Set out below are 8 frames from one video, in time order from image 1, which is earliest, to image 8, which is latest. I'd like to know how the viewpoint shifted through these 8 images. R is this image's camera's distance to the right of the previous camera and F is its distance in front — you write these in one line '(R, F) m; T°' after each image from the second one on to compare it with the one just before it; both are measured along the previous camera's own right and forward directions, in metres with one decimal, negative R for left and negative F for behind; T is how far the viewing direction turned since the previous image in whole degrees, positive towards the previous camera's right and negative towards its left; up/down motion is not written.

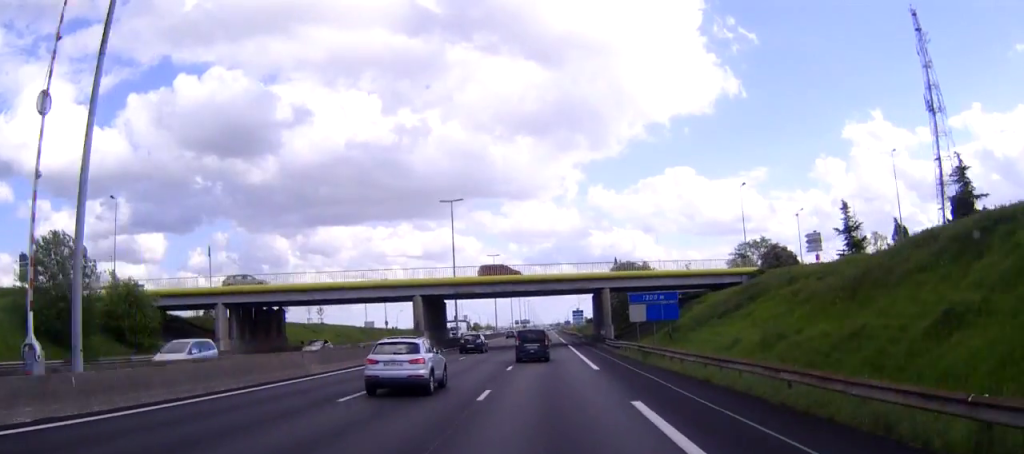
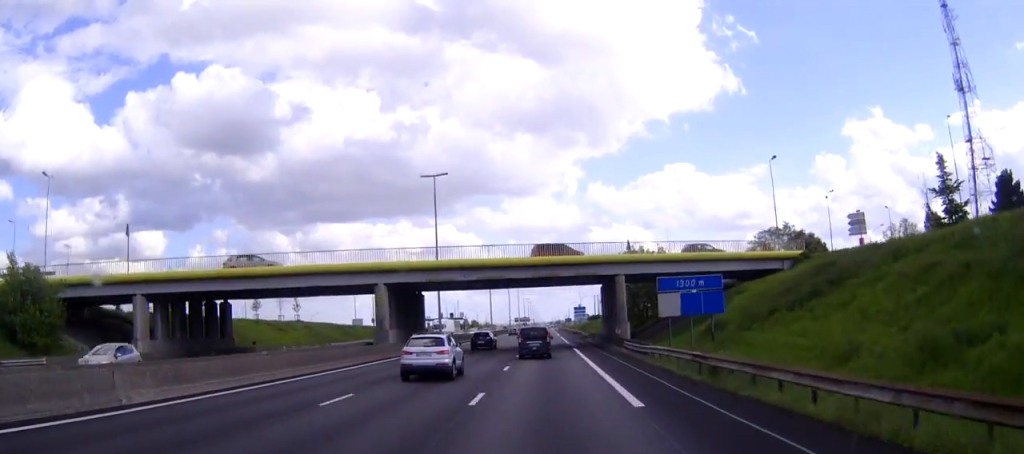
(0.0, +14.2) m; 0°
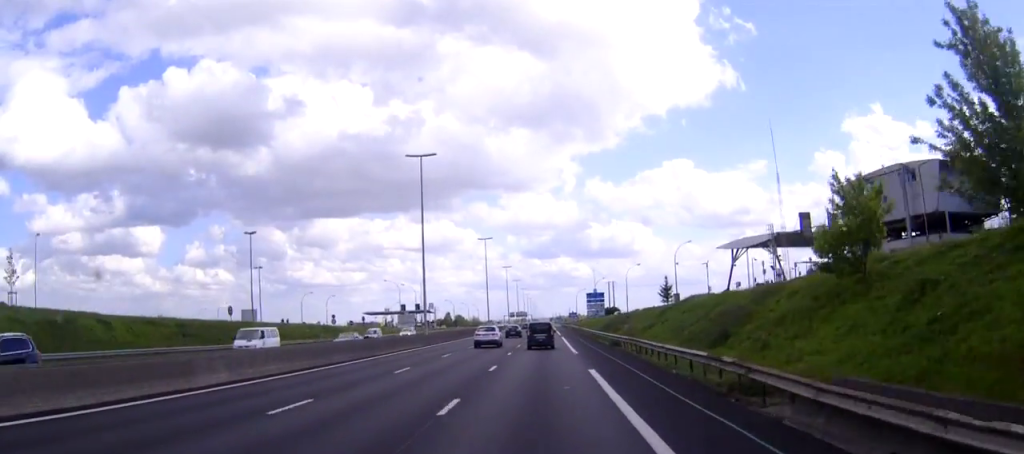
(-0.1, +79.3) m; 0°
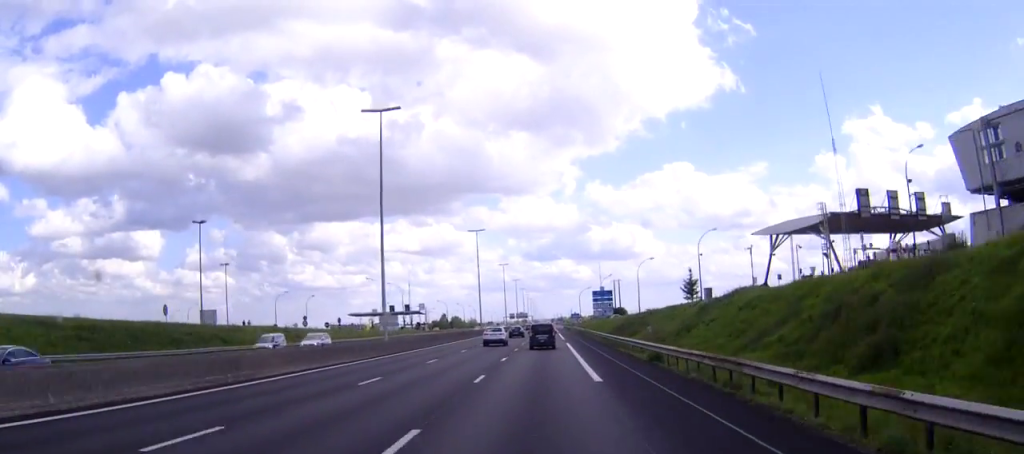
(0.0, +17.9) m; 0°
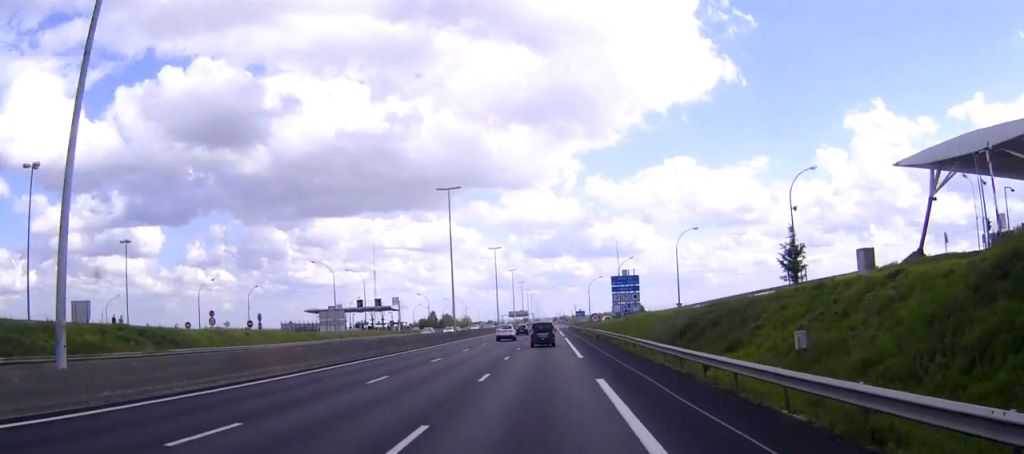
(-0.1, +37.6) m; 0°
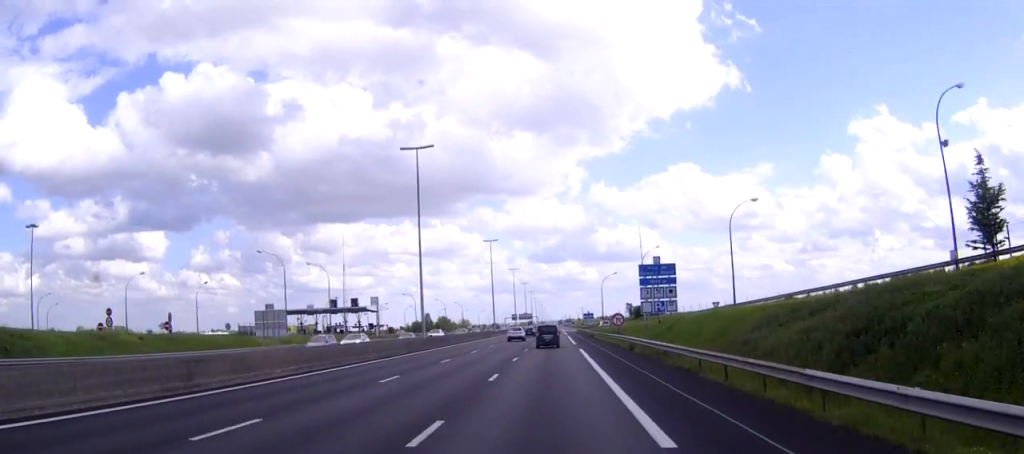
(-0.1, +25.1) m; 0°
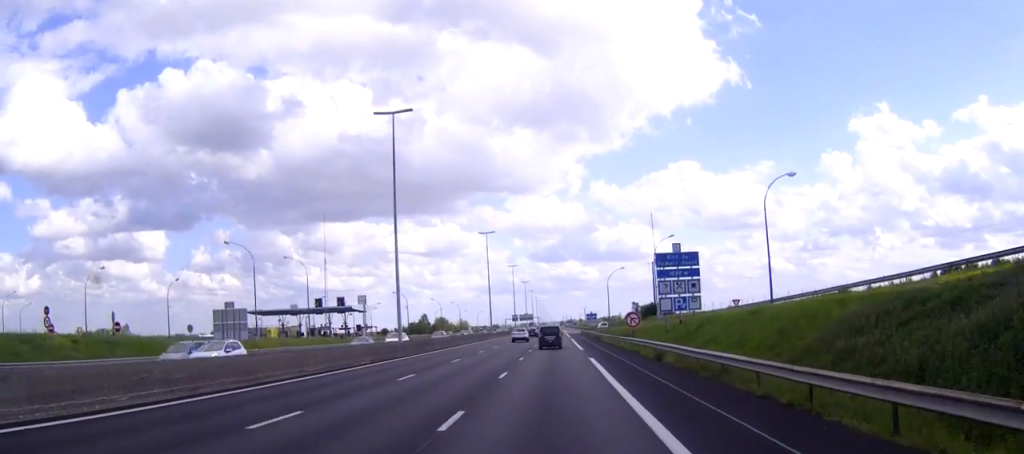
(0.0, +10.8) m; 0°
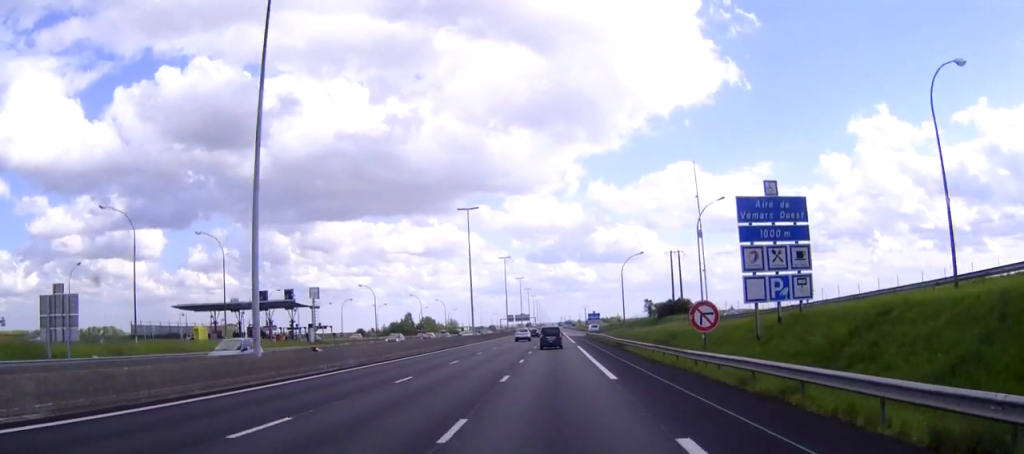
(+0.1, +26.9) m; 0°
